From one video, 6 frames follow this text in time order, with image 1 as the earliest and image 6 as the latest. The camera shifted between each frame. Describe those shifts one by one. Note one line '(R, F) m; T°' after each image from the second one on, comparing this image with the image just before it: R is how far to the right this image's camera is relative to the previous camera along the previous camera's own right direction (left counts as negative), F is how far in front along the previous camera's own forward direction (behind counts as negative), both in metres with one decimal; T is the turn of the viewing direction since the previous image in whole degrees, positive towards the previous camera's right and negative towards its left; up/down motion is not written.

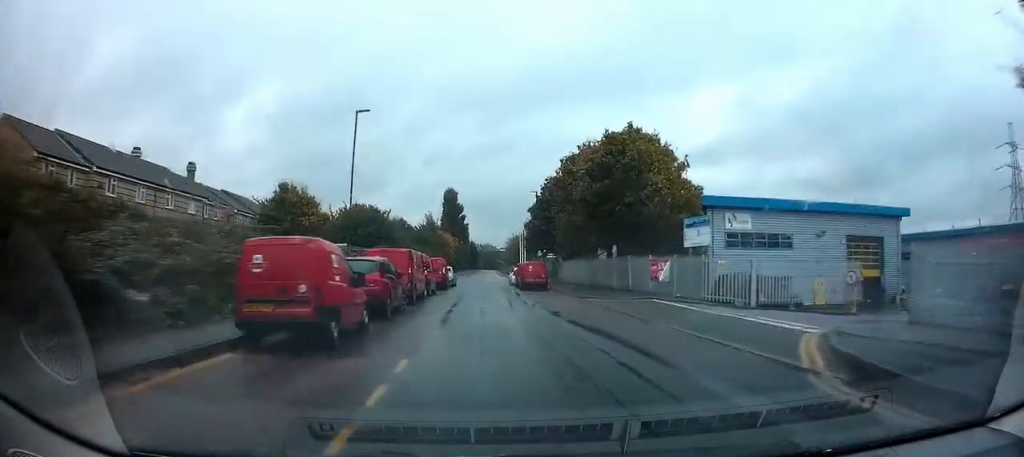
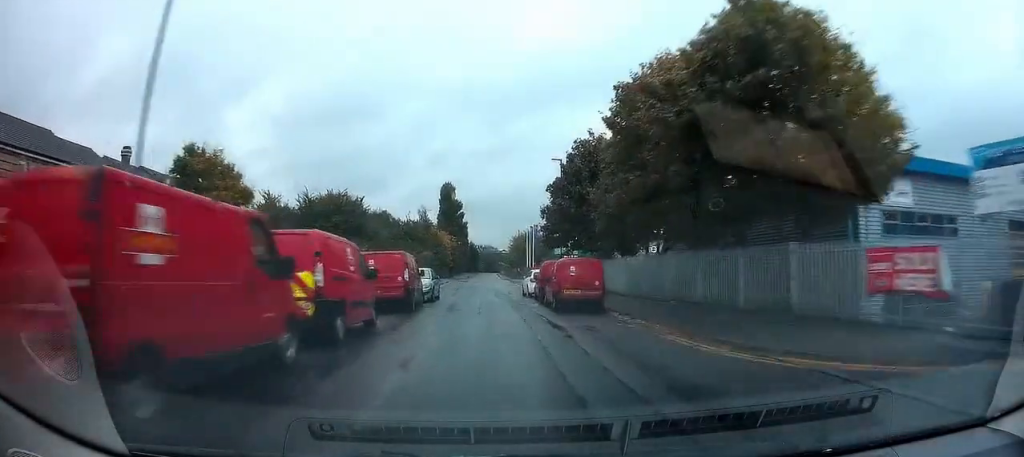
(+0.1, +16.8) m; +1°
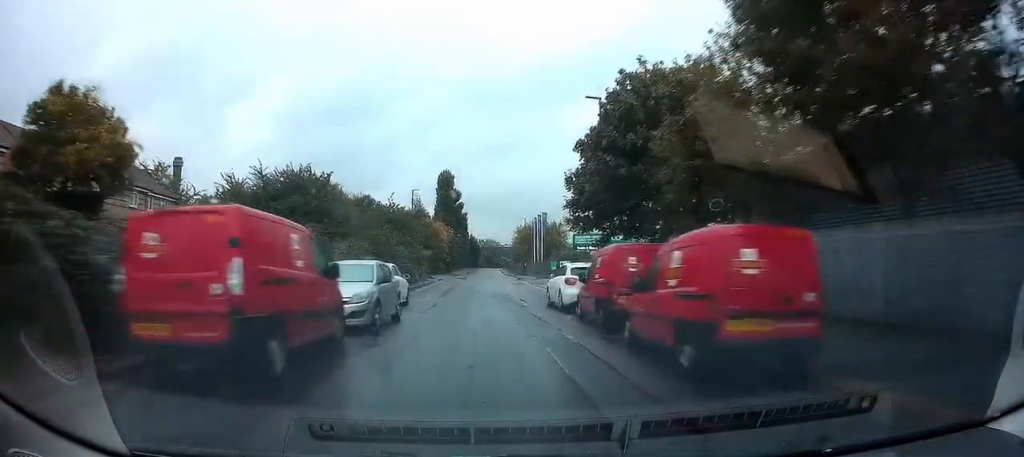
(0.0, +12.9) m; +1°
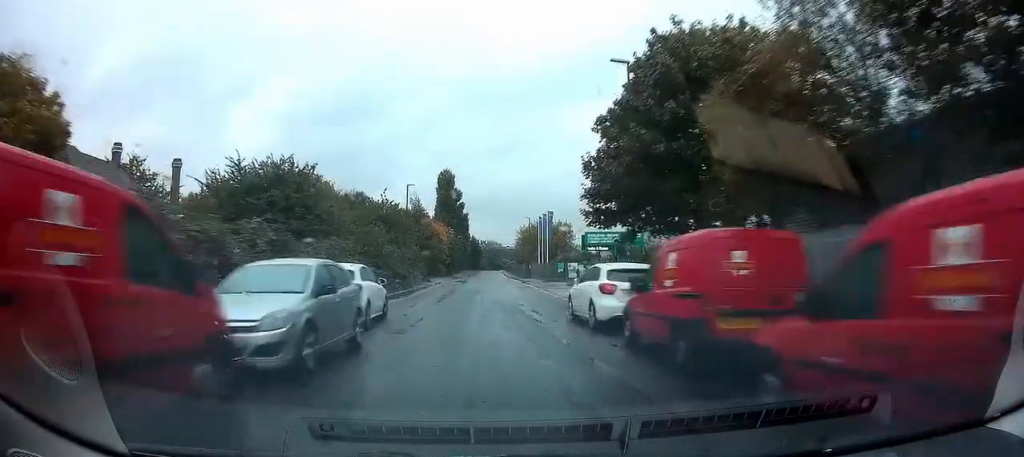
(0.0, +4.9) m; 0°
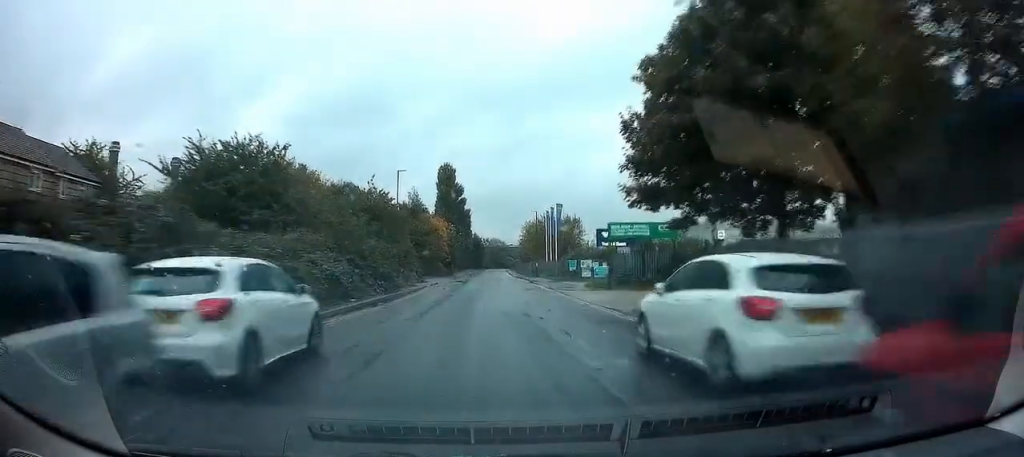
(+0.2, +6.8) m; 0°
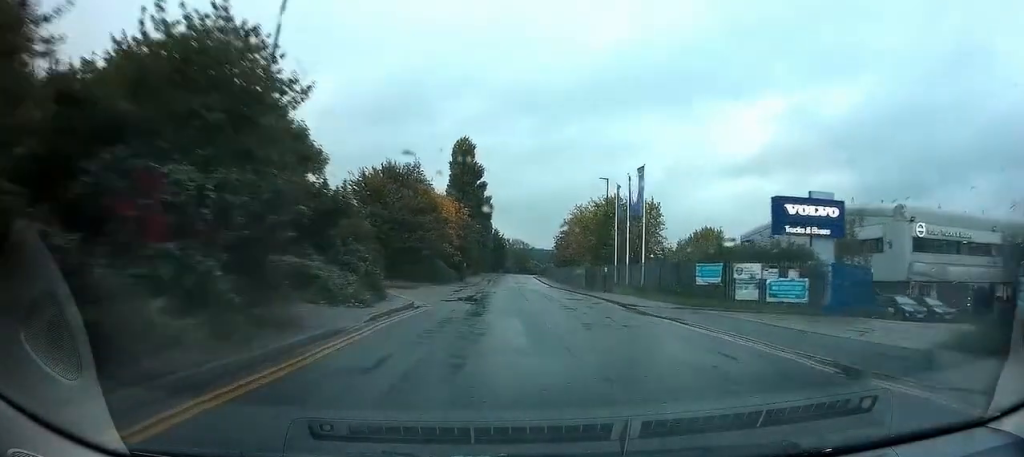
(-2.3, +30.3) m; -4°
